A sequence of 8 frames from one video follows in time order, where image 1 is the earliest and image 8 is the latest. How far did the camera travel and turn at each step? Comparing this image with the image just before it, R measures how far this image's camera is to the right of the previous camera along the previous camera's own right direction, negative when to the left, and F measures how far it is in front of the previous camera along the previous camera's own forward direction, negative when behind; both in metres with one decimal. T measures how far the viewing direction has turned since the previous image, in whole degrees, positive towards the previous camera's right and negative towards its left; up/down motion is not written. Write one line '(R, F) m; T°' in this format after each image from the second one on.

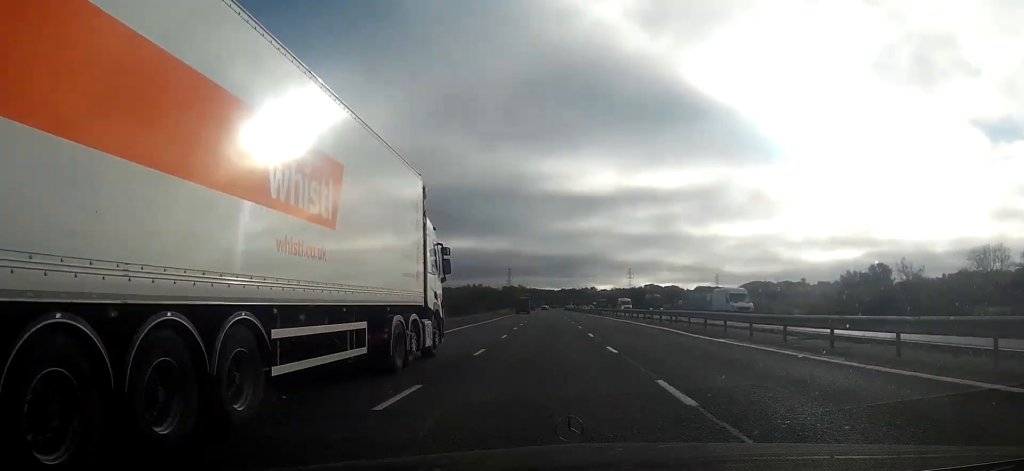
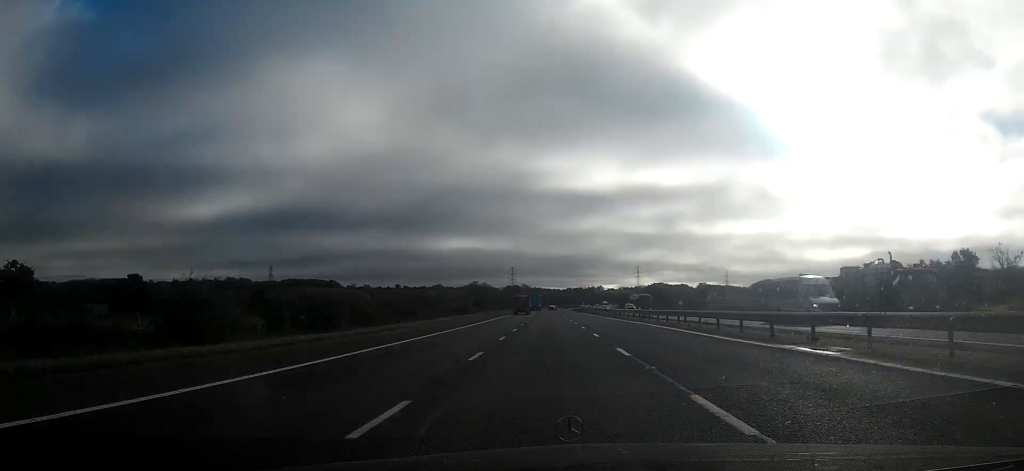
(+0.1, +46.1) m; -1°
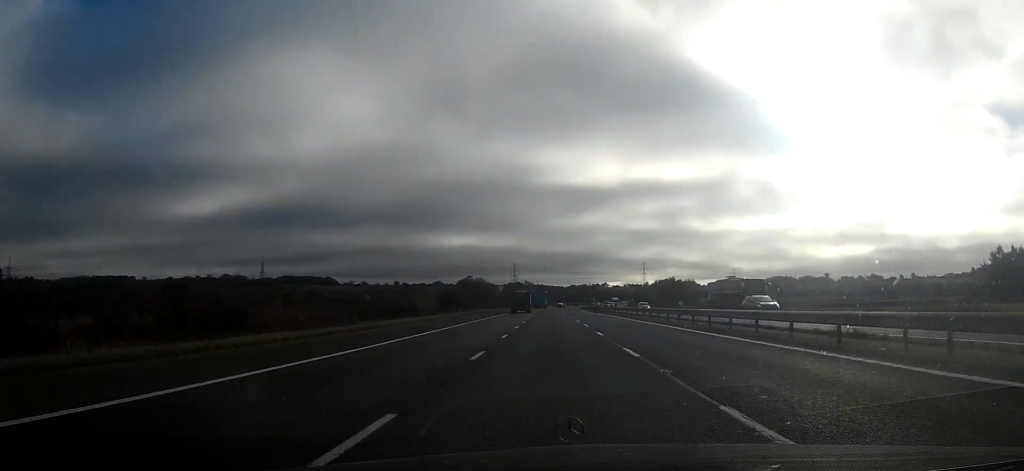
(-0.4, +36.4) m; -1°
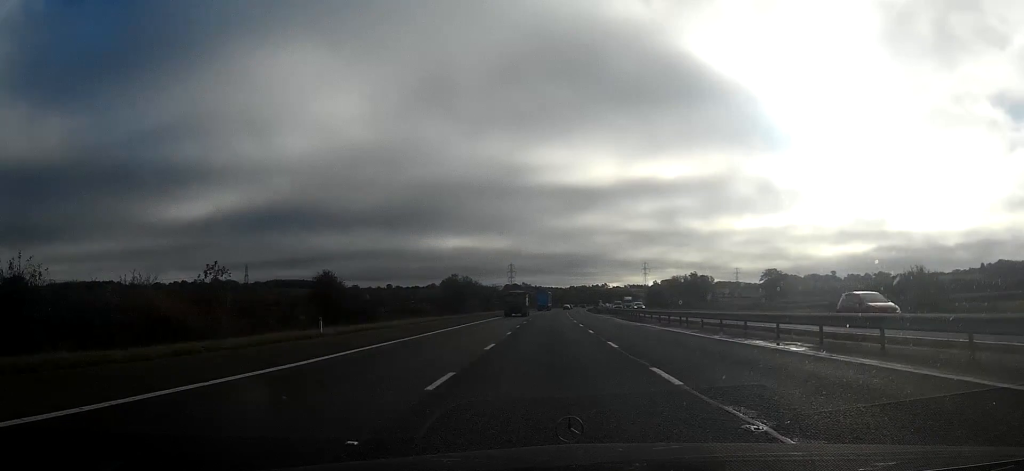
(+0.1, +40.8) m; 0°
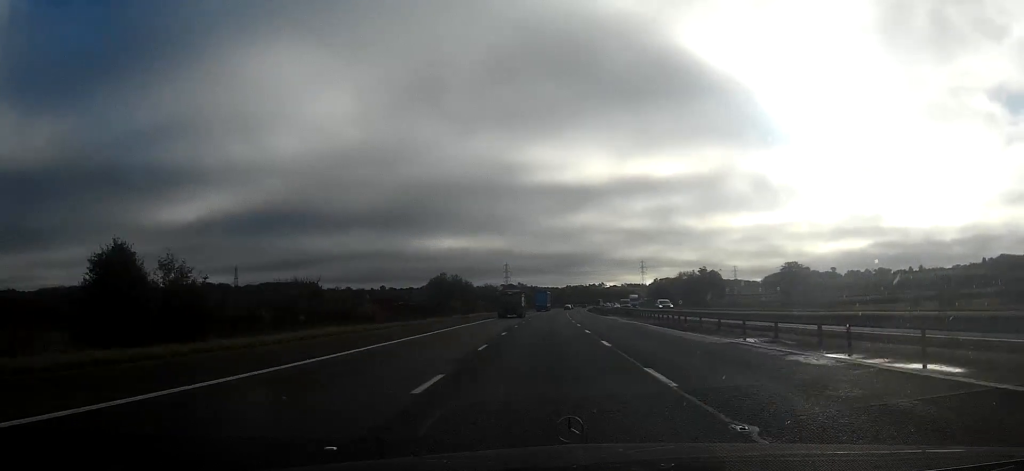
(0.0, +17.9) m; 0°
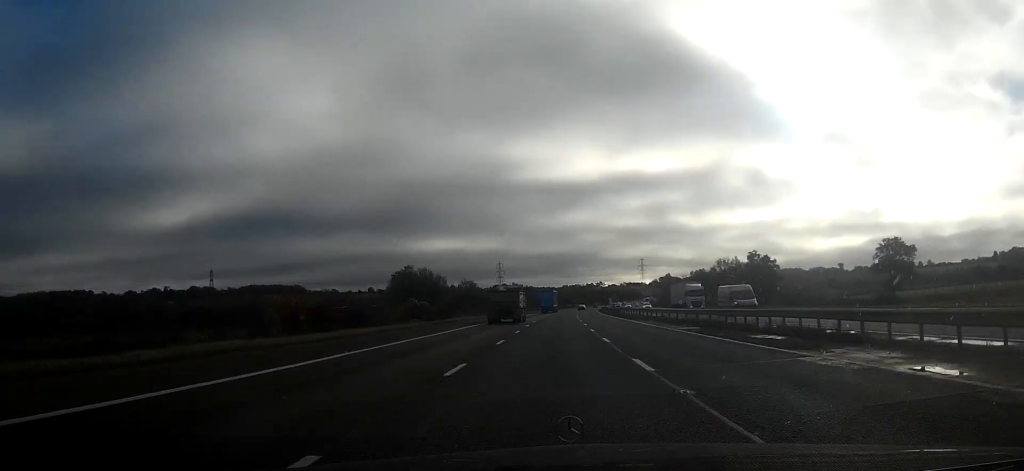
(+0.7, +51.0) m; +1°
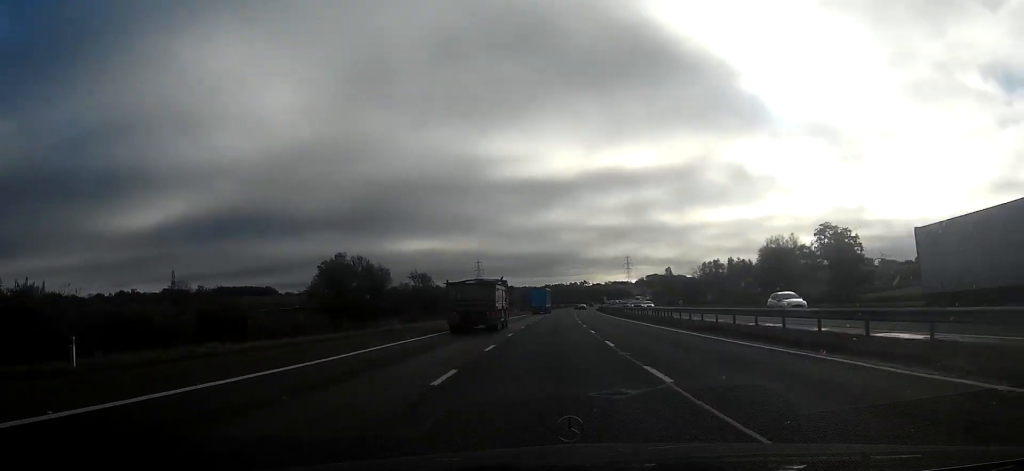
(+0.1, +46.2) m; +1°
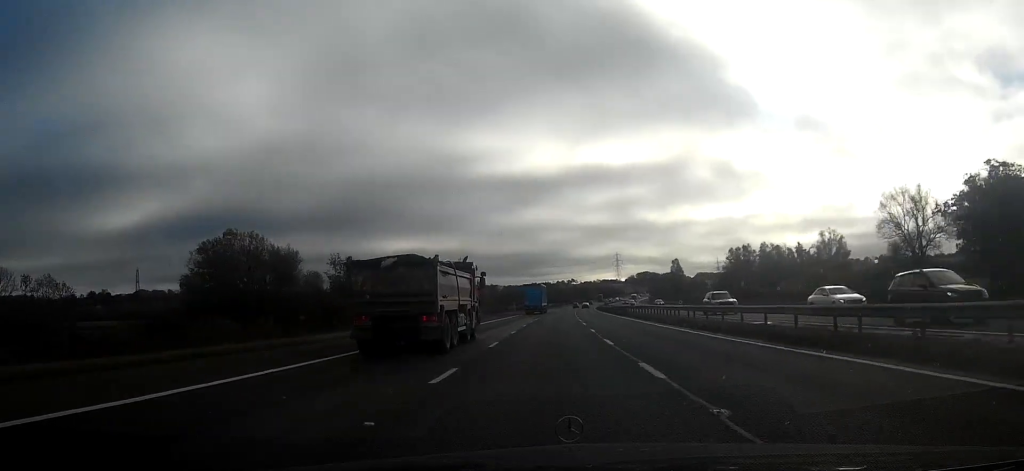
(+0.7, +44.1) m; +2°
